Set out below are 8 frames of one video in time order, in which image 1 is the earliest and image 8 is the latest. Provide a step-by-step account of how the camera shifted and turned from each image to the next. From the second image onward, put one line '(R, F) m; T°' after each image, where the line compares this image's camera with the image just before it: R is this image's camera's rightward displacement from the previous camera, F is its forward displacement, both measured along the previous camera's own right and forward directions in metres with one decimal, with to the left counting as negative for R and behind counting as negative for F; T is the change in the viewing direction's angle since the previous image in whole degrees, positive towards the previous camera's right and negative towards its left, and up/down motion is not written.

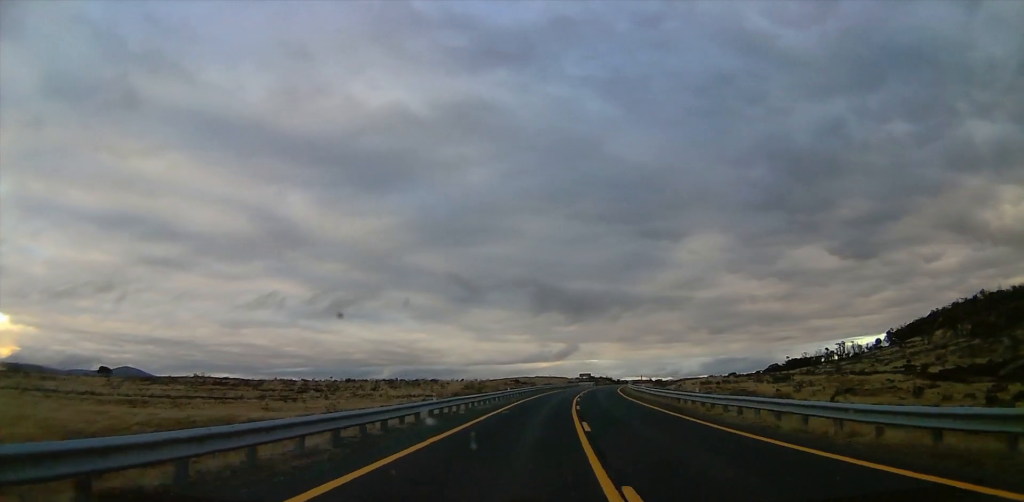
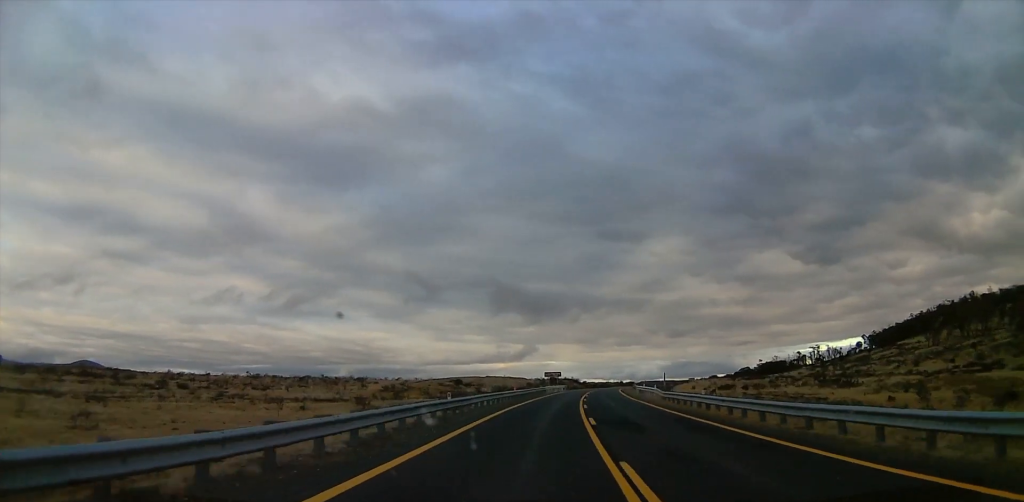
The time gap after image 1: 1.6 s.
(0.0, +45.9) m; 0°
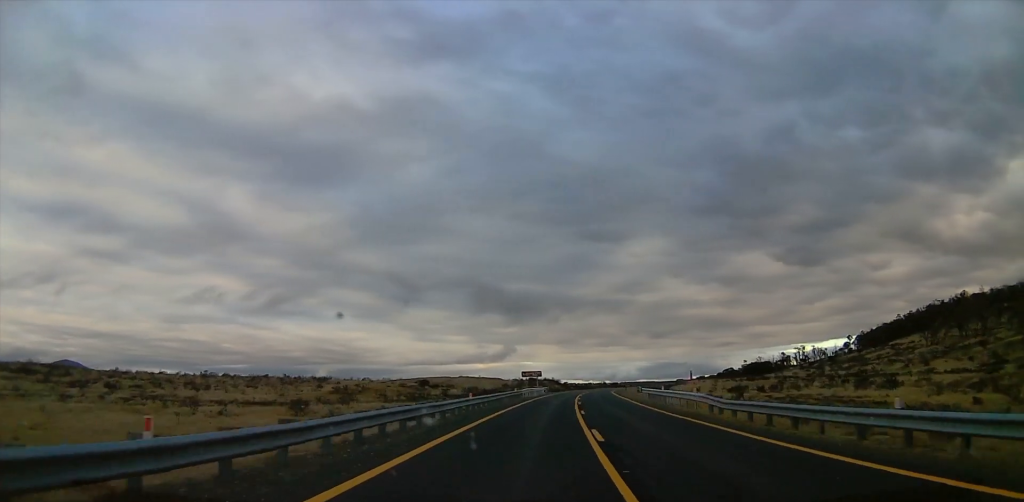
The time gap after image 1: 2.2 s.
(0.0, +17.0) m; 0°
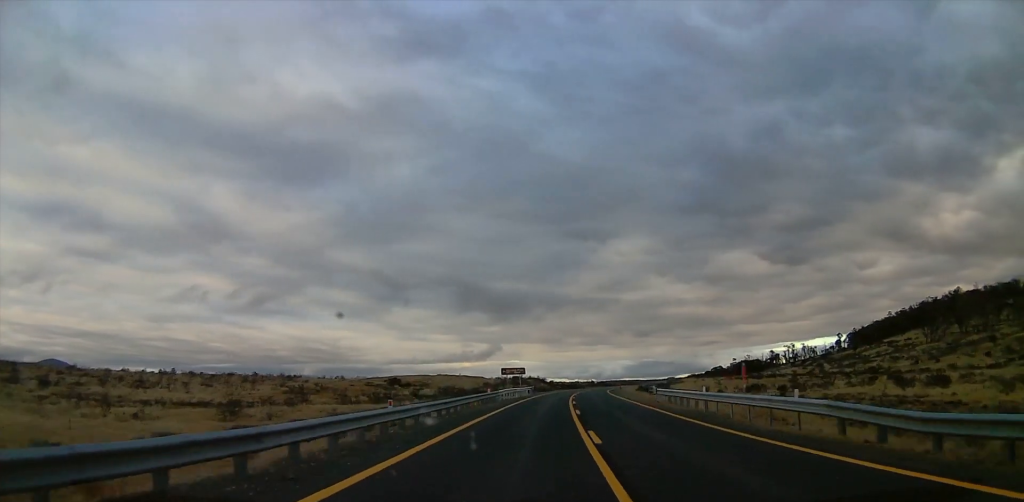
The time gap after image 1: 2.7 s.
(0.0, +13.5) m; 0°
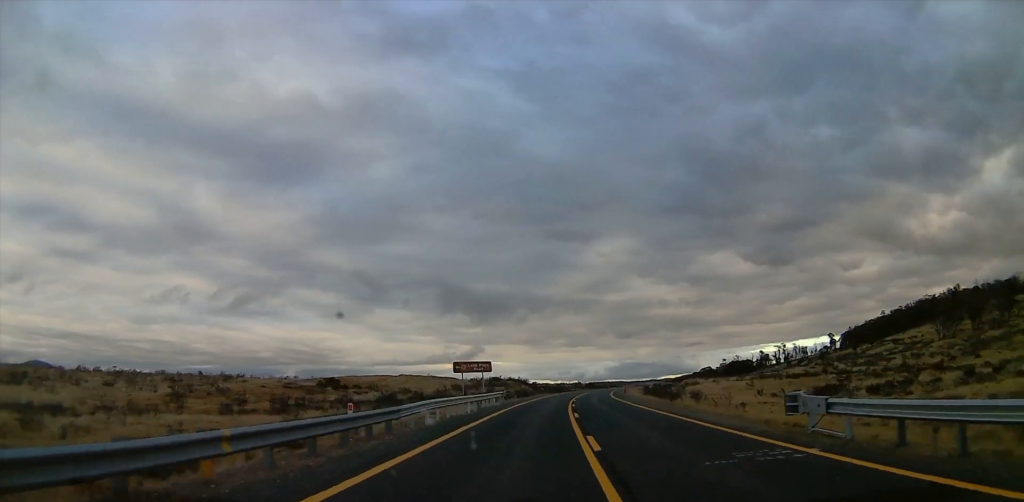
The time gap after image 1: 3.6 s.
(0.0, +25.6) m; 0°
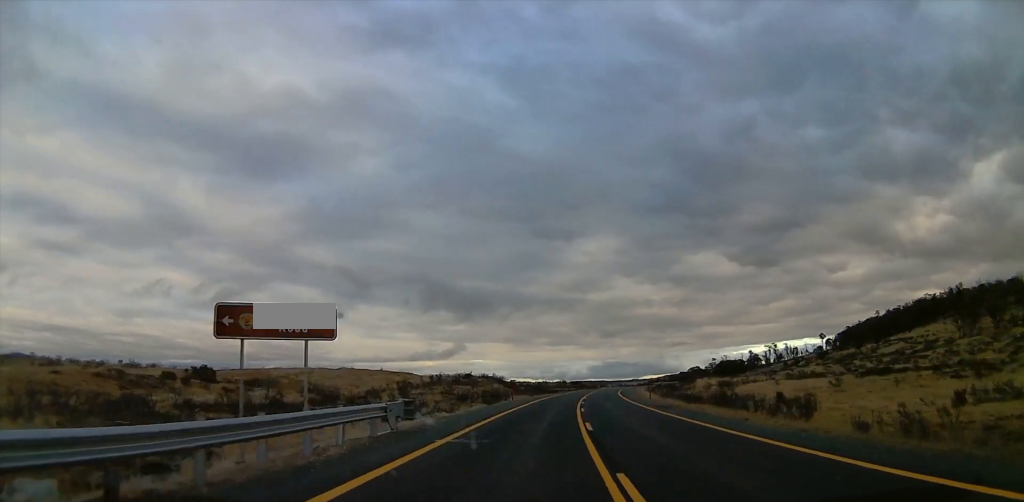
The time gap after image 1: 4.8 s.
(0.0, +31.9) m; 0°
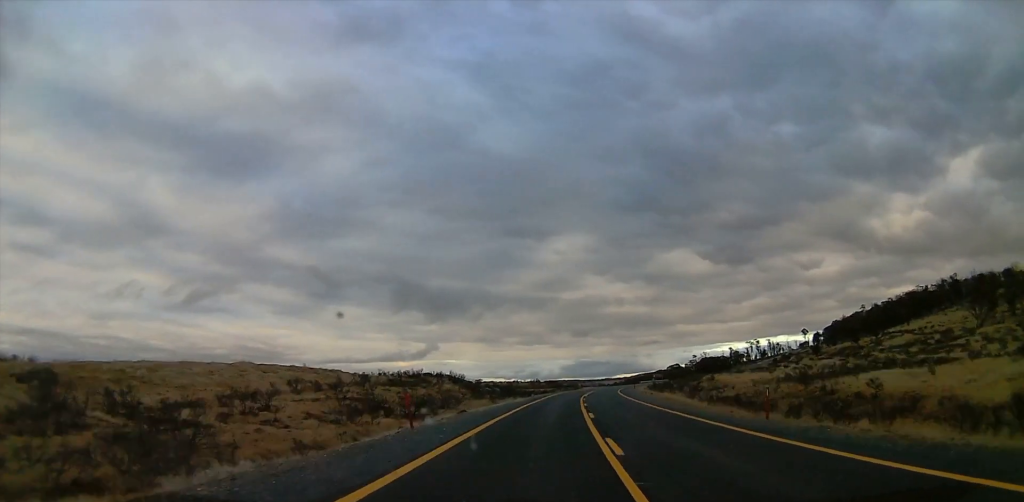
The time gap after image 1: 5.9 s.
(0.0, +30.3) m; +3°
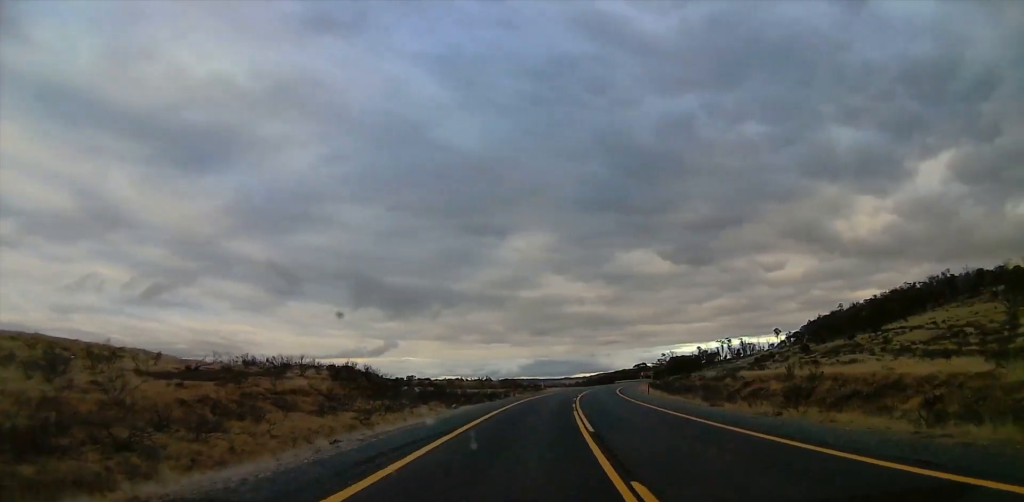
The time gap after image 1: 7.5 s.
(+3.8, +42.1) m; +11°
